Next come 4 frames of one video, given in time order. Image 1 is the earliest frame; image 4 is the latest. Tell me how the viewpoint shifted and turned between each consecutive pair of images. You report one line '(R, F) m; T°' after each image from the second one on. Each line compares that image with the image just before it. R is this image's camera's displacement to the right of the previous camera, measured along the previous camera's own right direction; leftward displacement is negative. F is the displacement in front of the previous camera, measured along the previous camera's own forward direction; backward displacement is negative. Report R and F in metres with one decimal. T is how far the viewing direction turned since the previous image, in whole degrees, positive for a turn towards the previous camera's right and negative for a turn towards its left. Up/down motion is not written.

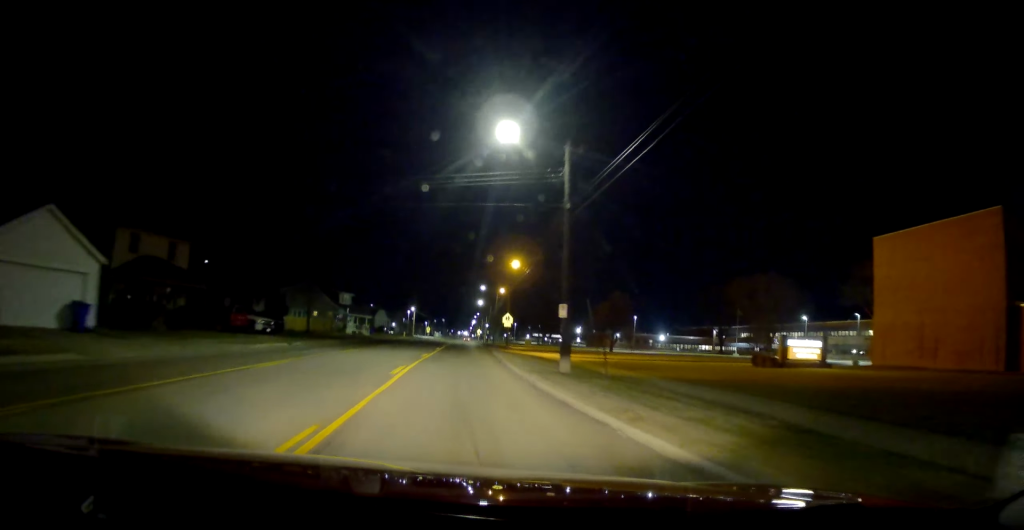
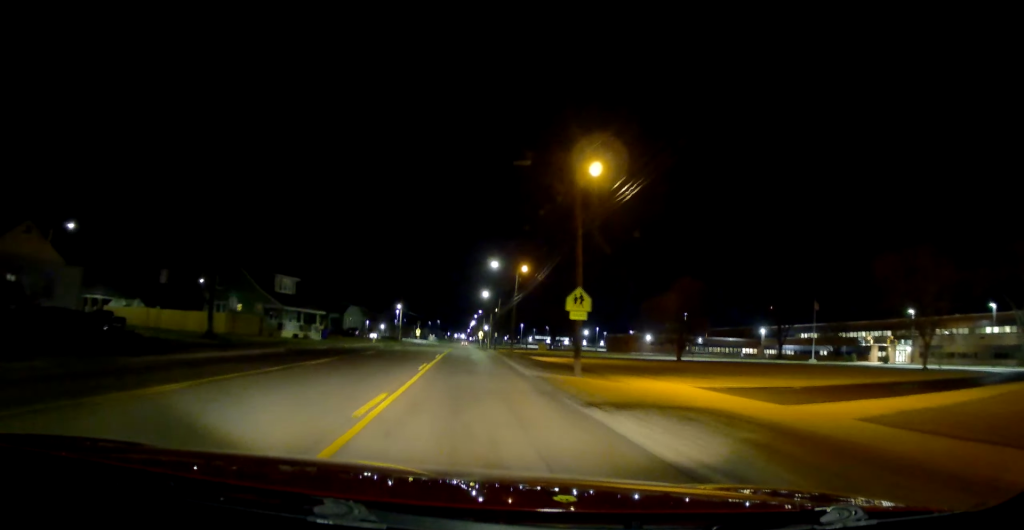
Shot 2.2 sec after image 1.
(+0.7, +31.3) m; +2°
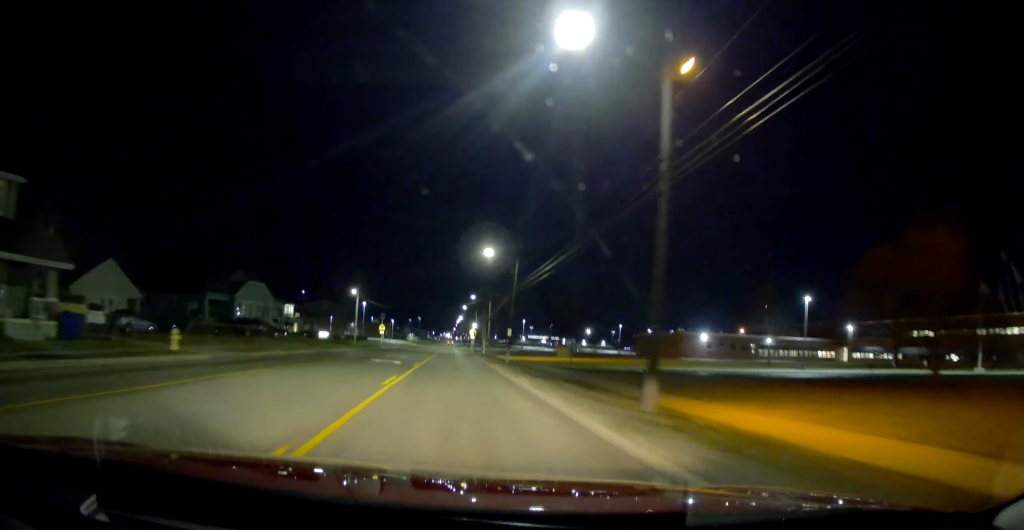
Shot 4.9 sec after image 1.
(+0.4, +42.4) m; 0°
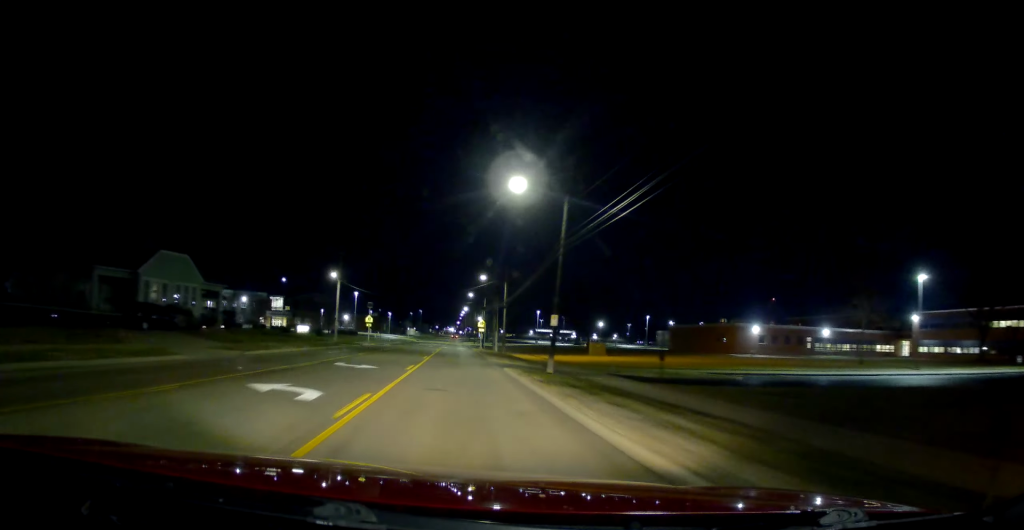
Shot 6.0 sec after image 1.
(-0.9, +18.4) m; 0°
